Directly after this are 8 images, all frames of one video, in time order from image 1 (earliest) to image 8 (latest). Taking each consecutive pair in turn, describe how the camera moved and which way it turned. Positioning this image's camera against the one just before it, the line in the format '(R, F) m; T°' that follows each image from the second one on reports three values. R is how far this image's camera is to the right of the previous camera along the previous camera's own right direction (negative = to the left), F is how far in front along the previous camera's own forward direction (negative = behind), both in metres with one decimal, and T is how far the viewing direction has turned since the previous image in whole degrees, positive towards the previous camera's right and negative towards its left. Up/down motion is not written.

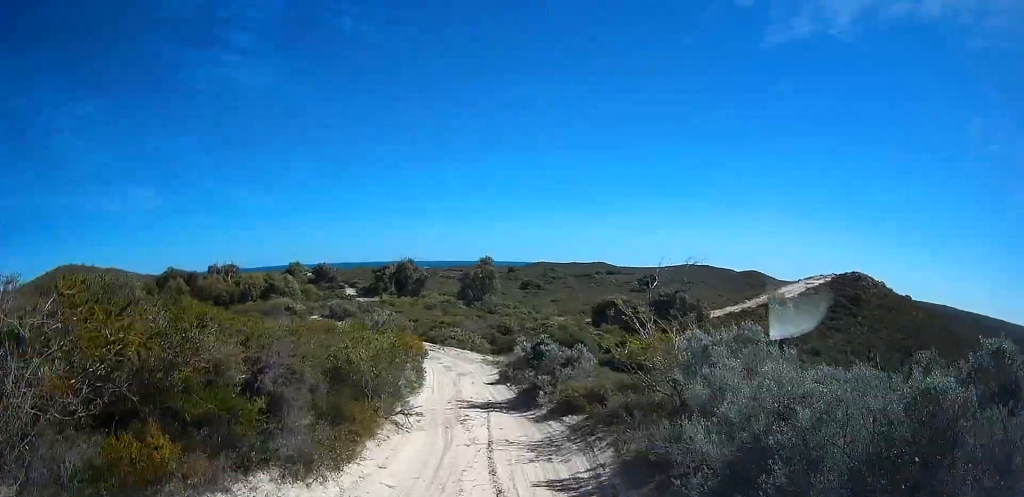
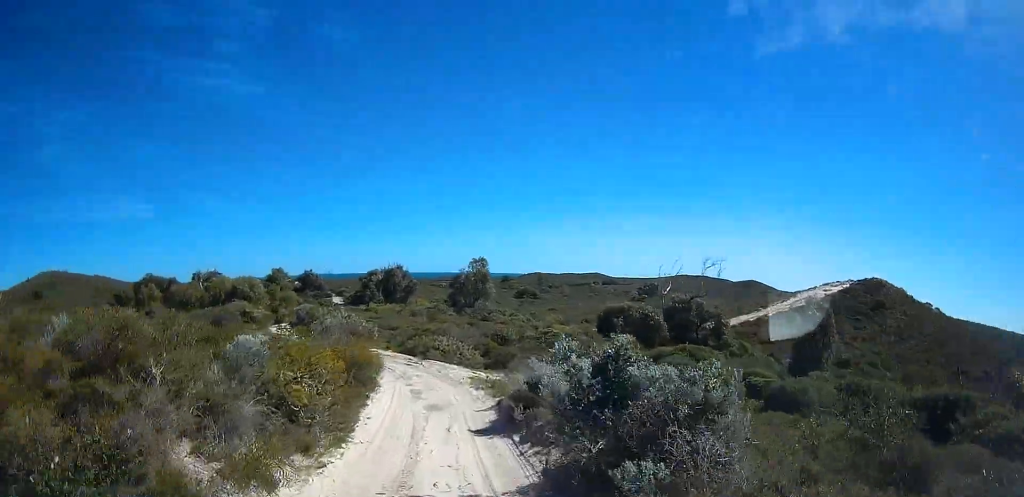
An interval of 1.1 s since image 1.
(-0.5, +8.0) m; -6°
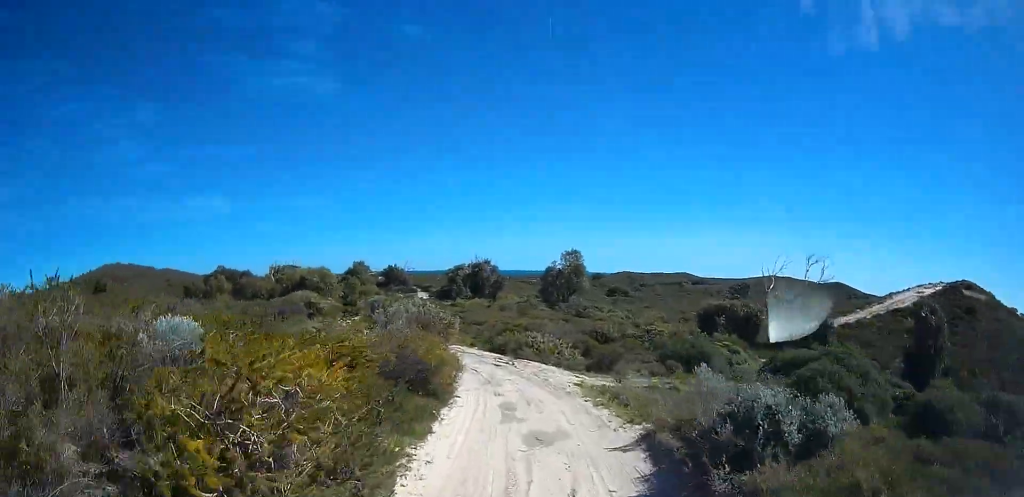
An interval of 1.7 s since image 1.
(-0.3, +4.7) m; -2°
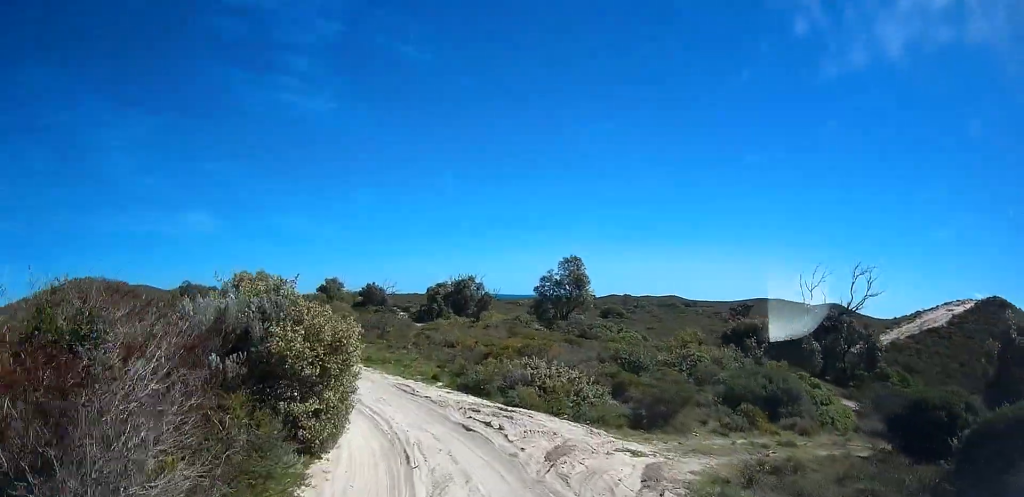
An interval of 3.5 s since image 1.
(+0.4, +12.2) m; -2°
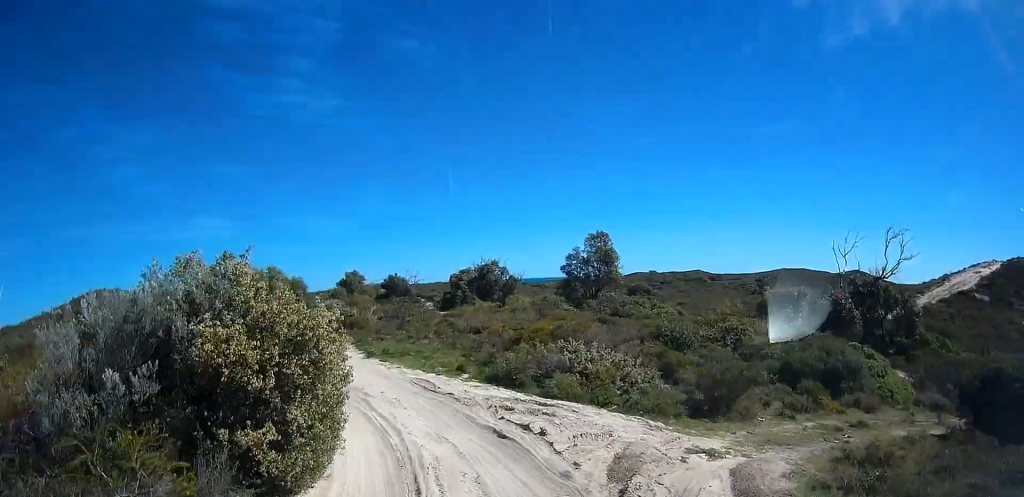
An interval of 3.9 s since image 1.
(-0.1, +2.4) m; -4°
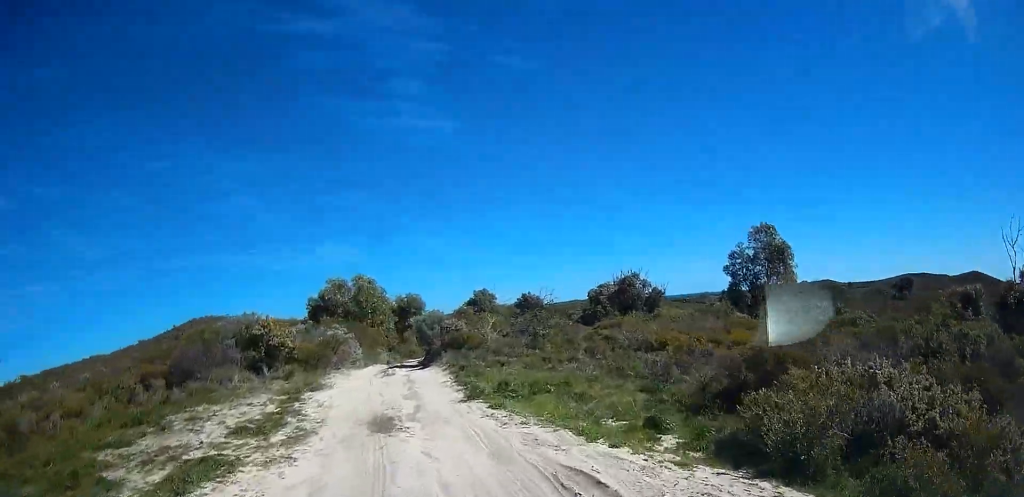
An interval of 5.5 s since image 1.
(-1.2, +9.1) m; -15°
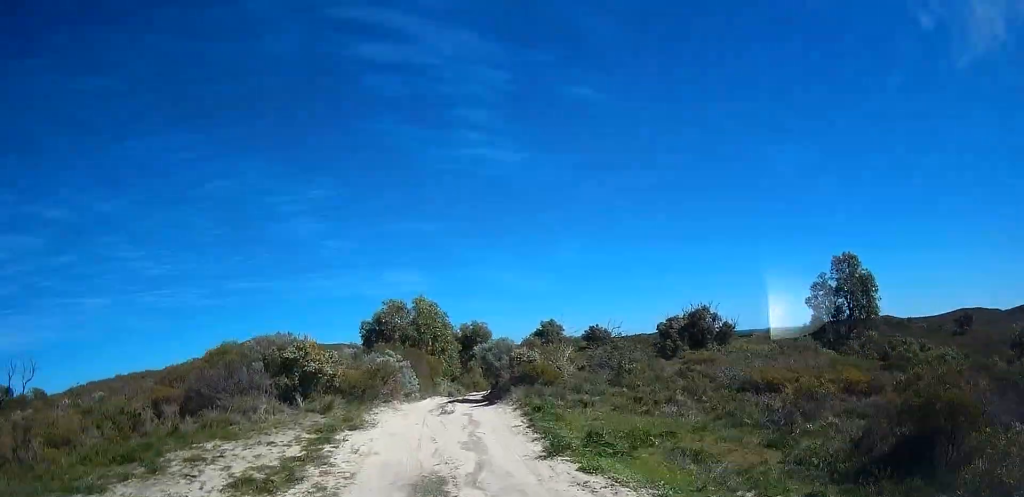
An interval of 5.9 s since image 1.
(-0.1, +2.7) m; -3°
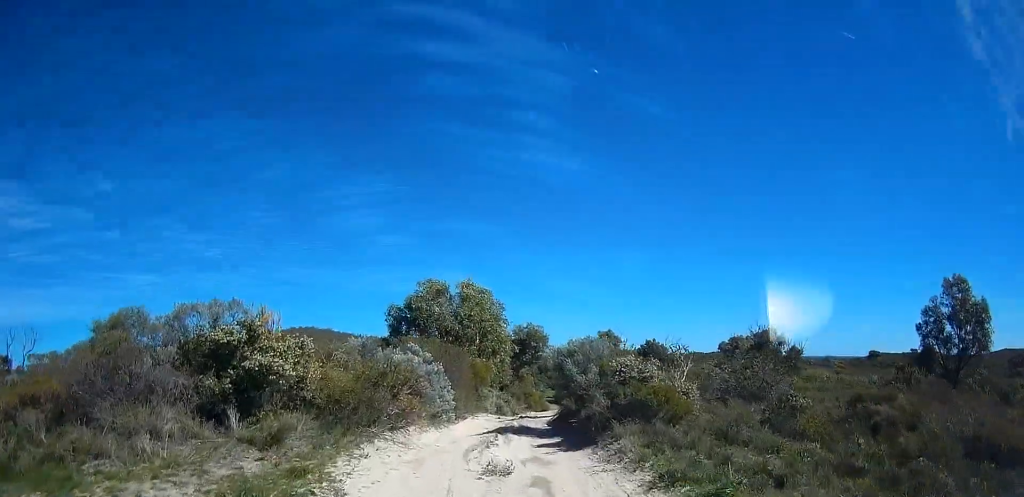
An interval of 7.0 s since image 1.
(-0.3, +6.3) m; -3°
